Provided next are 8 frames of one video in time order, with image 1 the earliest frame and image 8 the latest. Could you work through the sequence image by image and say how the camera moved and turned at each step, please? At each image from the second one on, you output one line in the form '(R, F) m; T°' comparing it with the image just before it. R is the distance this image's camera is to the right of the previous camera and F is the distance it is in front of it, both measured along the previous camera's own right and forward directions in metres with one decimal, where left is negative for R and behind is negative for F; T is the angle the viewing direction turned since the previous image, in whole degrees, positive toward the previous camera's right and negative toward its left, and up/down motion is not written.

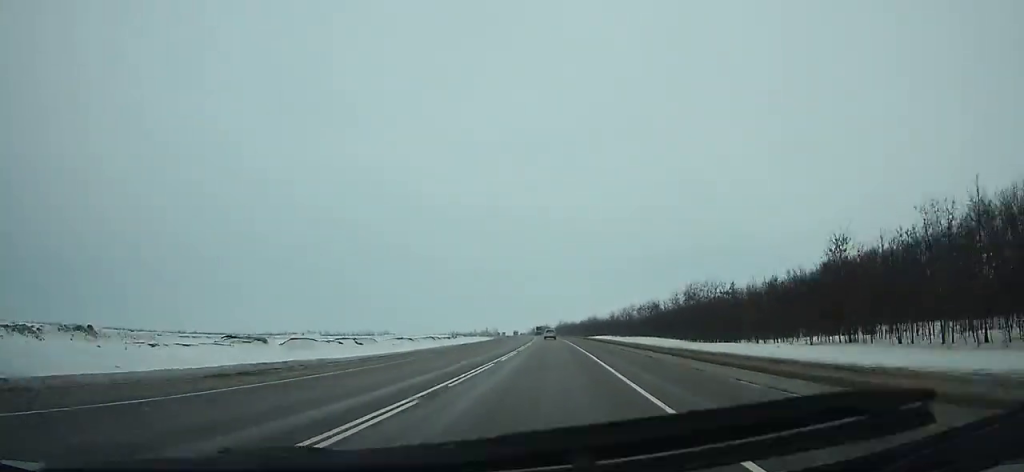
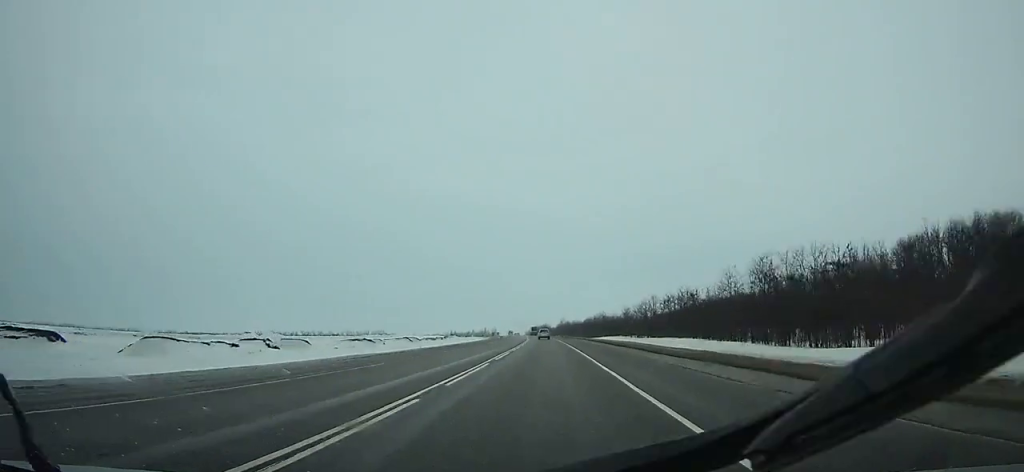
(-0.3, +36.1) m; -1°
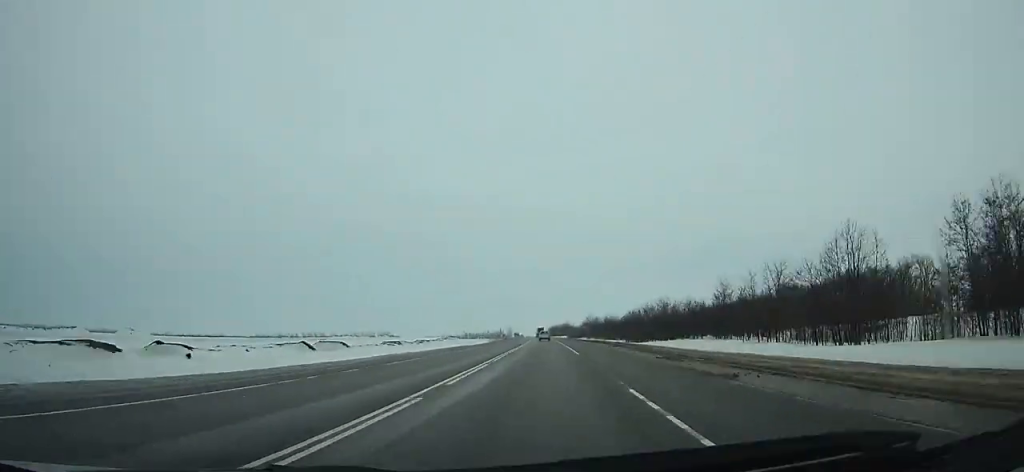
(-1.0, +82.9) m; -2°
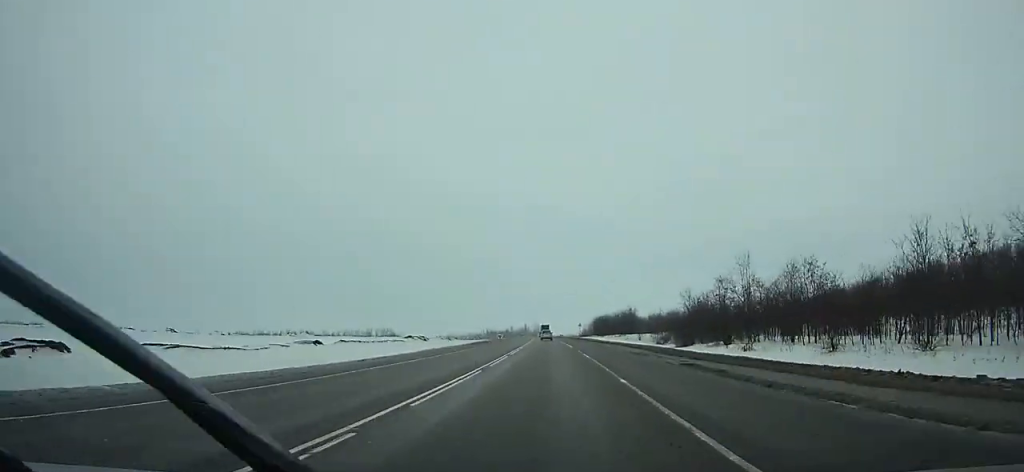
(-5.0, +185.4) m; -3°
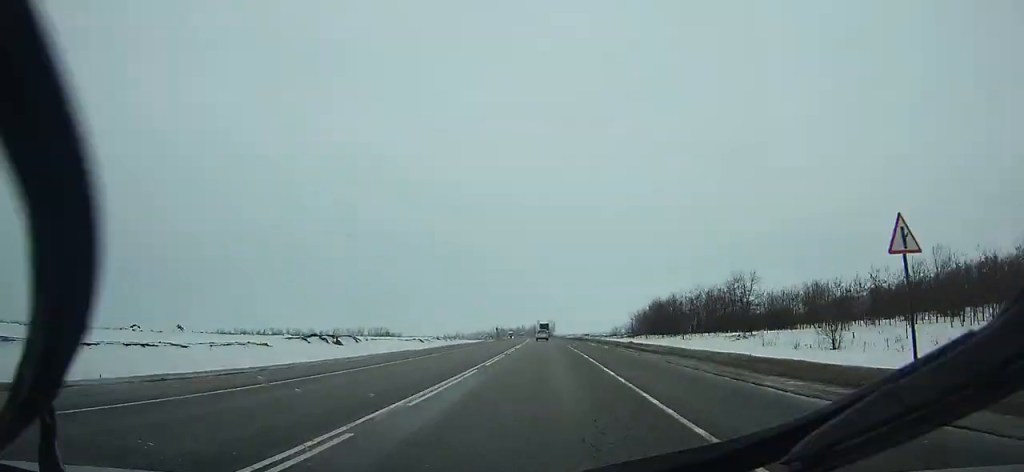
(-1.6, +93.9) m; -2°
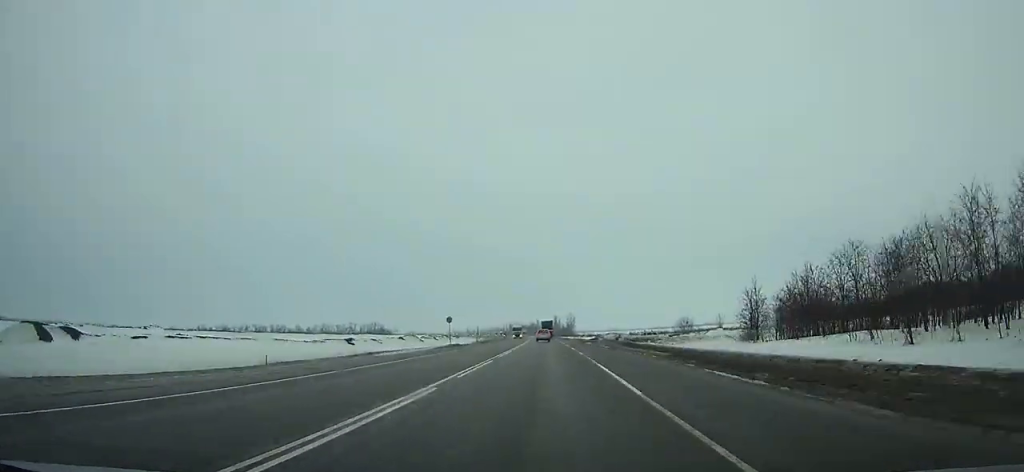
(-1.4, +90.3) m; -2°
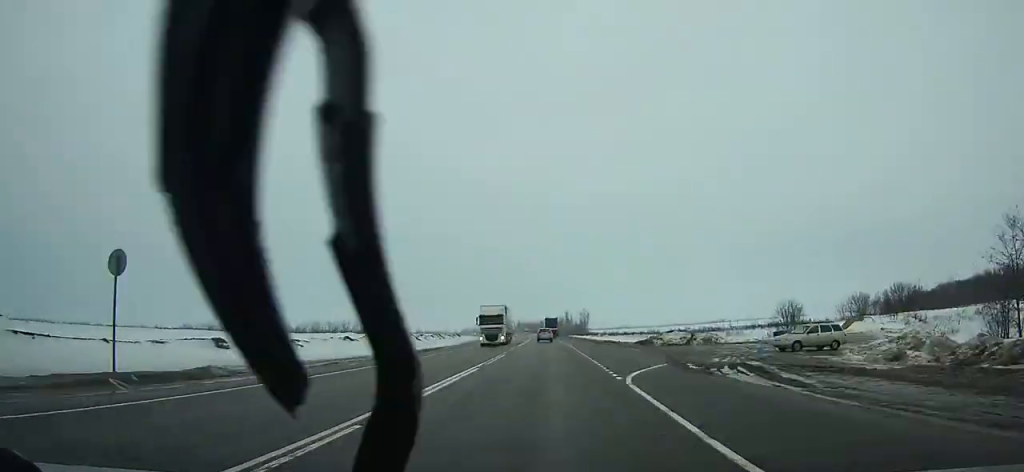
(-0.6, +52.4) m; -1°
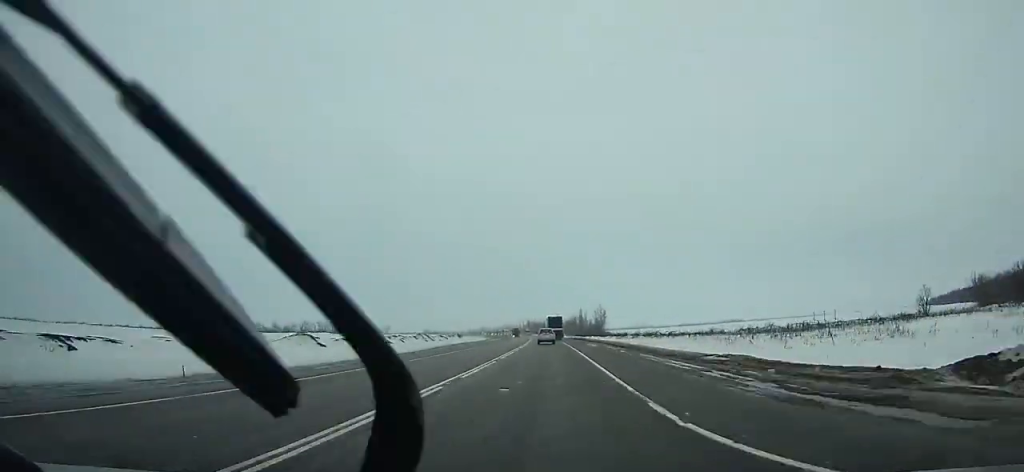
(-0.4, +52.0) m; -1°
